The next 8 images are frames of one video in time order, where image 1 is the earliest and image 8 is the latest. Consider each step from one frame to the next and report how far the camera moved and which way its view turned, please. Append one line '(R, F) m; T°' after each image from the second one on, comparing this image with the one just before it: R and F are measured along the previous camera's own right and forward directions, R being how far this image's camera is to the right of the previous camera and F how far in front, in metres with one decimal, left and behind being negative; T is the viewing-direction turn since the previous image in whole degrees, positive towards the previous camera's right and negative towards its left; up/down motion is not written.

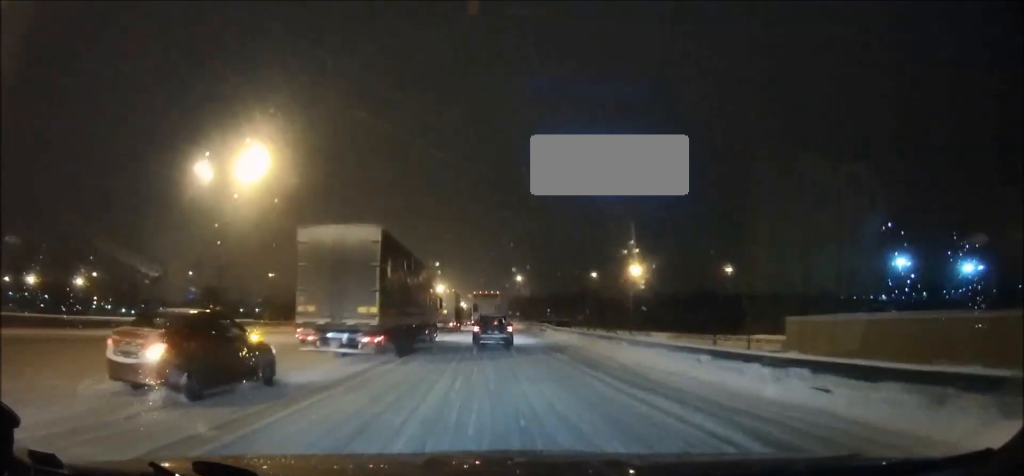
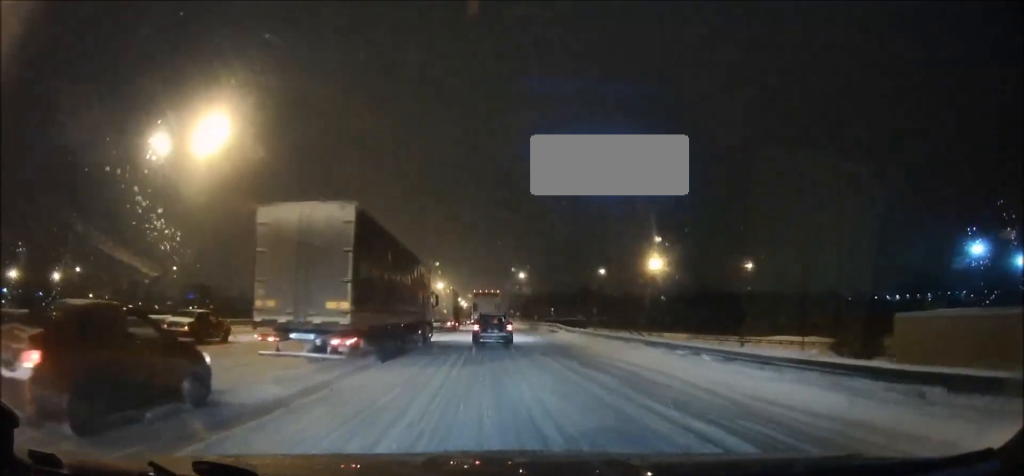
(0.0, +7.0) m; 0°
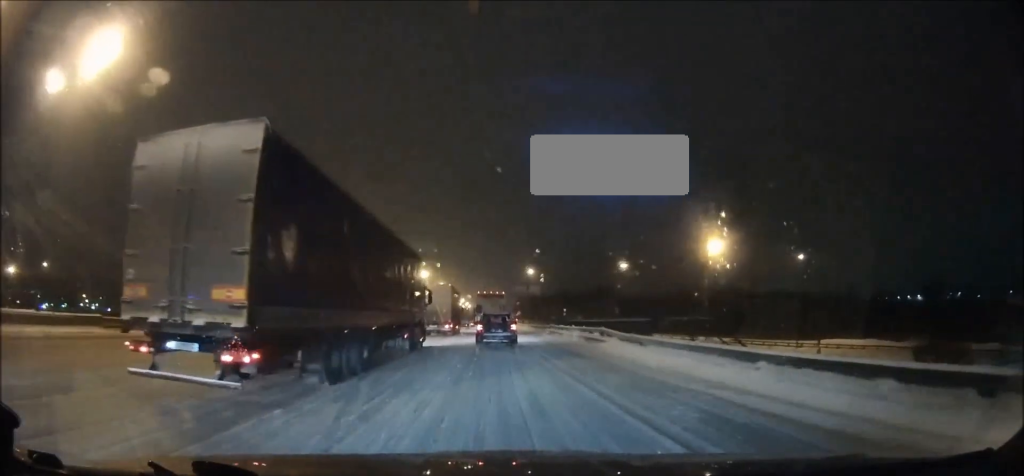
(0.0, +13.2) m; +1°
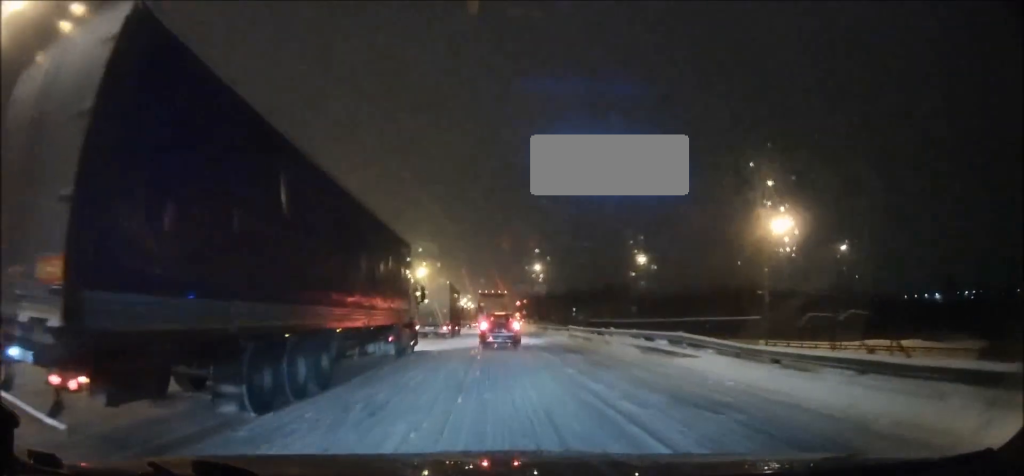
(0.0, +9.0) m; -2°
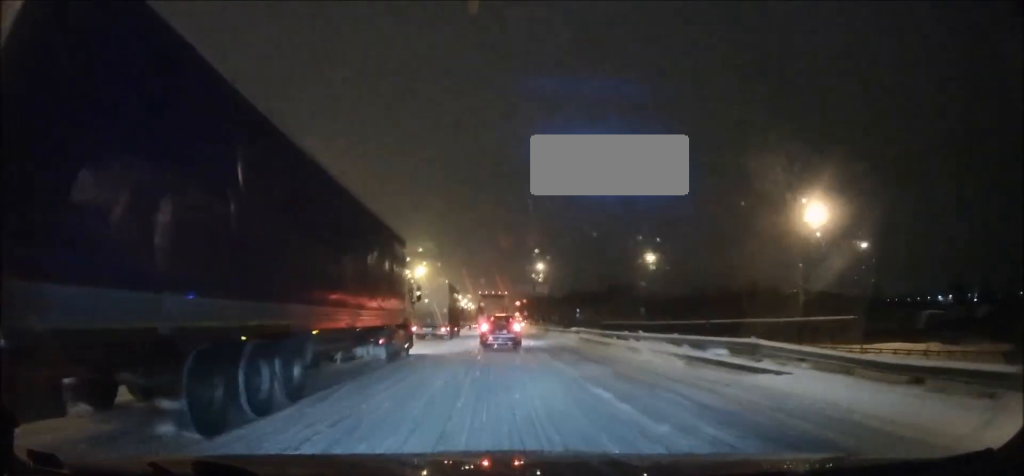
(-0.1, +3.9) m; 0°
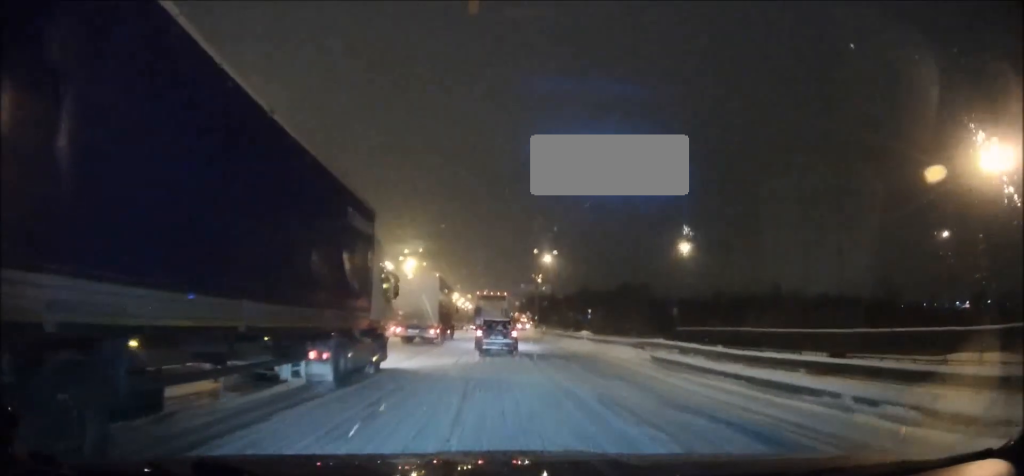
(+0.1, +13.5) m; +1°
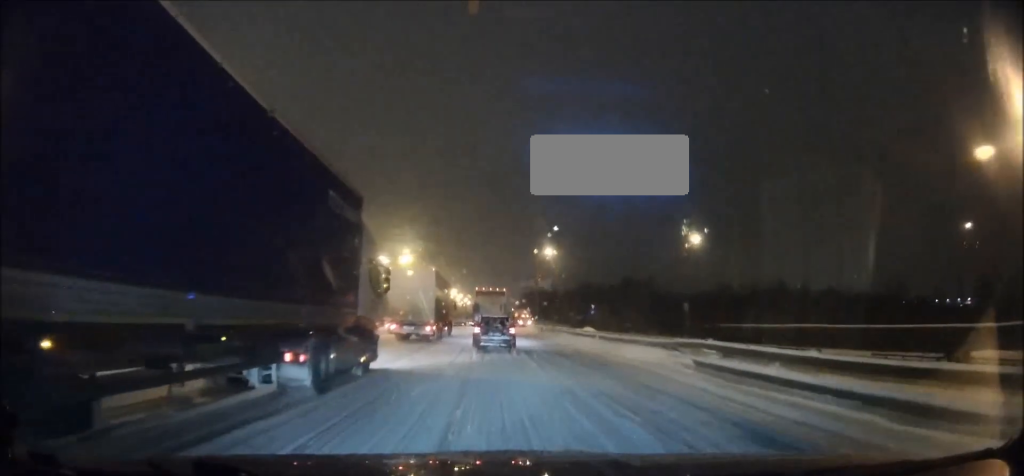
(-0.1, +3.6) m; 0°
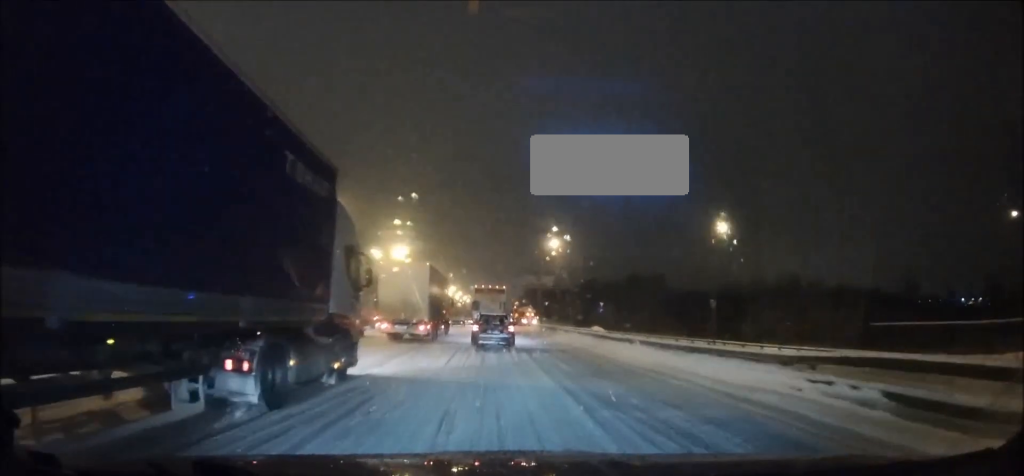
(+0.2, +6.9) m; +2°
